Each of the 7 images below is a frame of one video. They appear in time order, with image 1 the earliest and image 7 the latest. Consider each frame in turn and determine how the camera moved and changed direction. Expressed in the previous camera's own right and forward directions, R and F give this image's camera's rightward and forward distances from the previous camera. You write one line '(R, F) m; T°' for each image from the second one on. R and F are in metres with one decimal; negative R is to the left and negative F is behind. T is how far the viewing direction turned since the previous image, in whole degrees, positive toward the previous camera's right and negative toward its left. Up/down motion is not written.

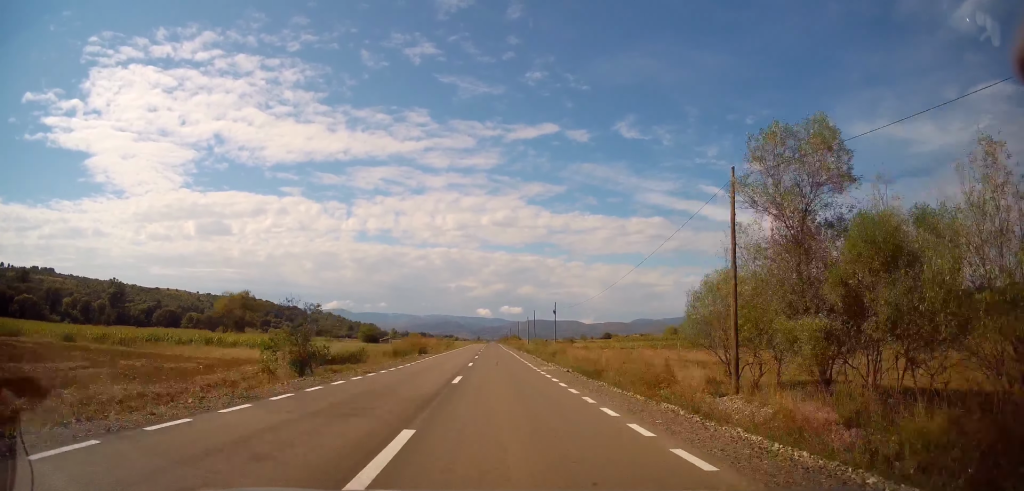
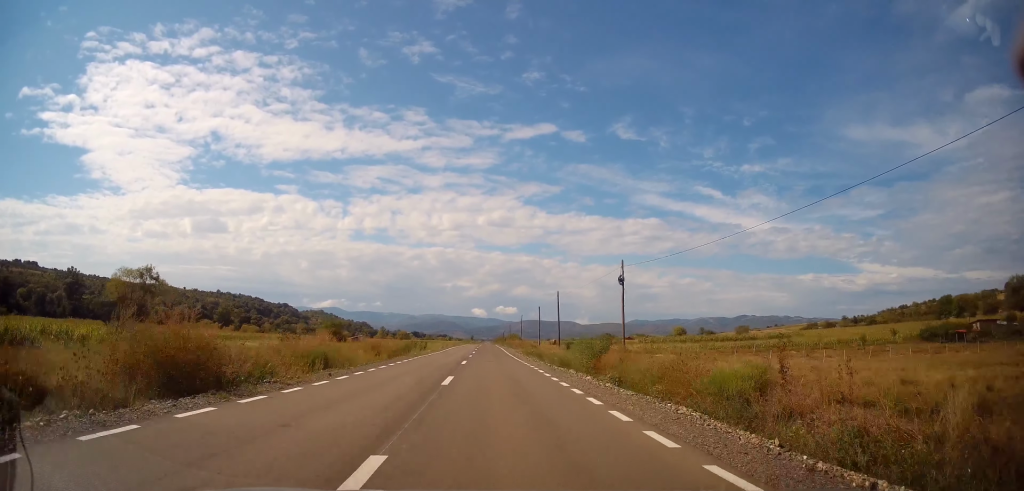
(0.0, +36.2) m; 0°
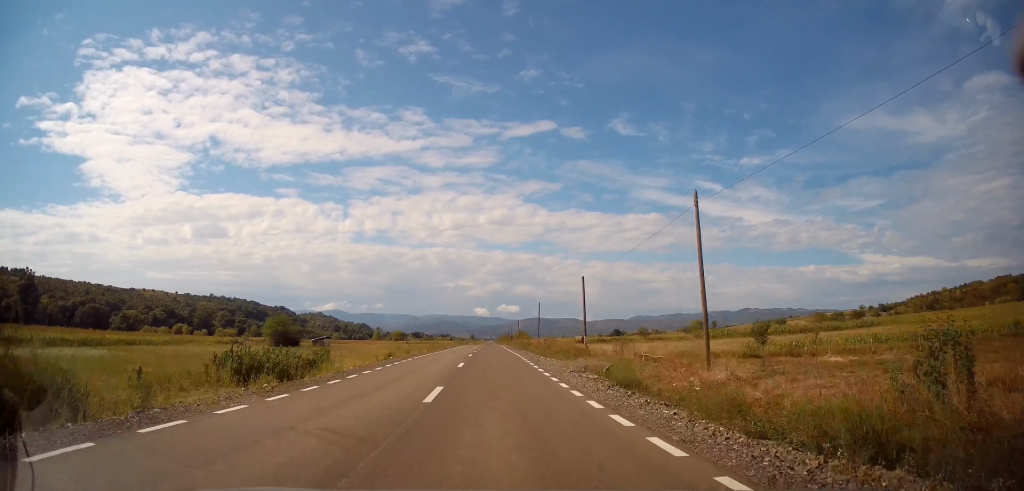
(+0.2, +38.0) m; +1°
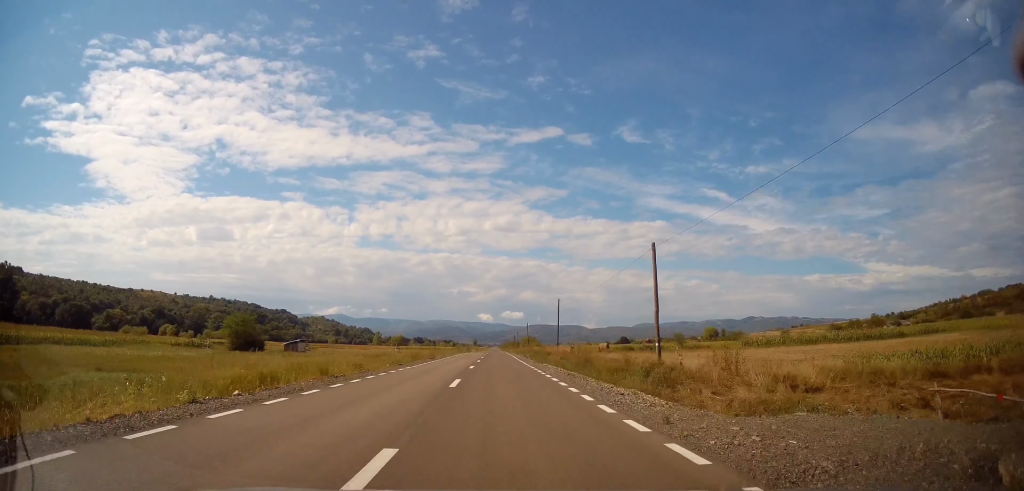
(+0.3, +18.8) m; -1°
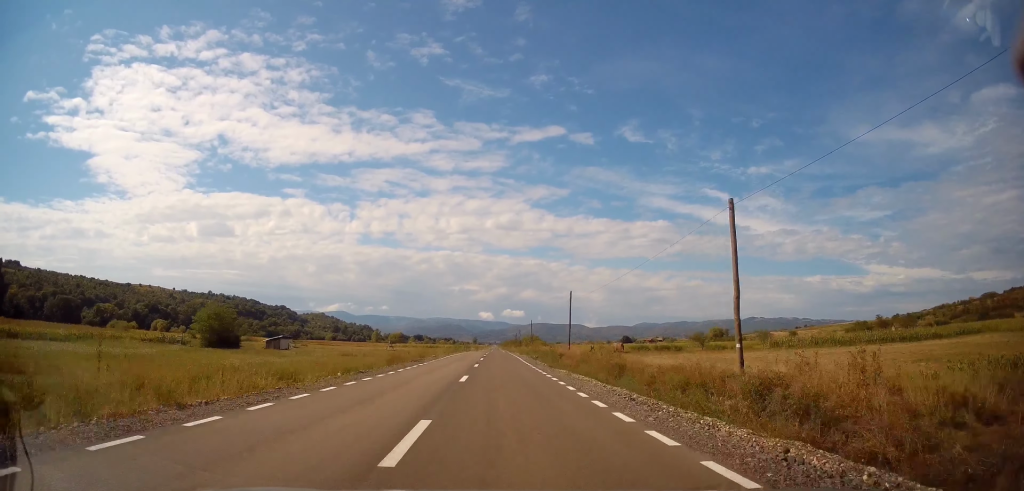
(-0.3, +9.1) m; 0°
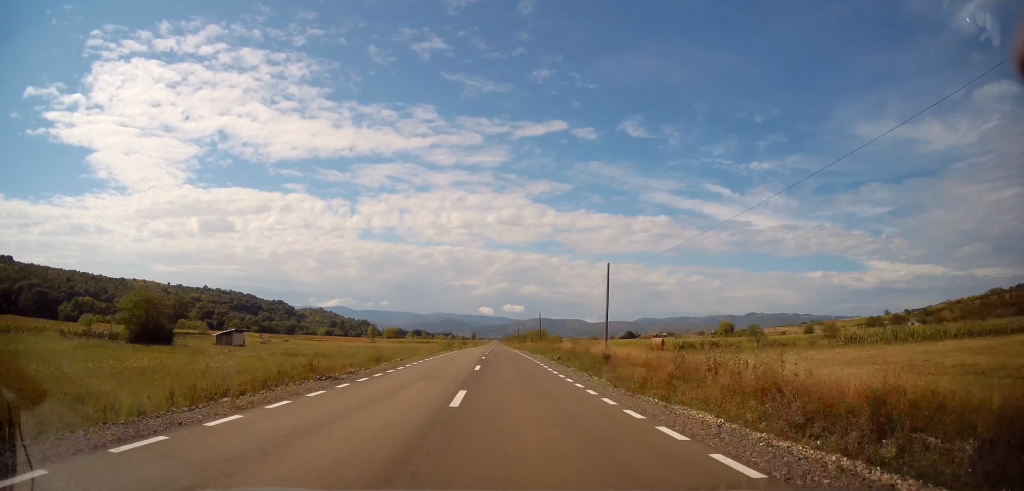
(-0.2, +18.2) m; 0°
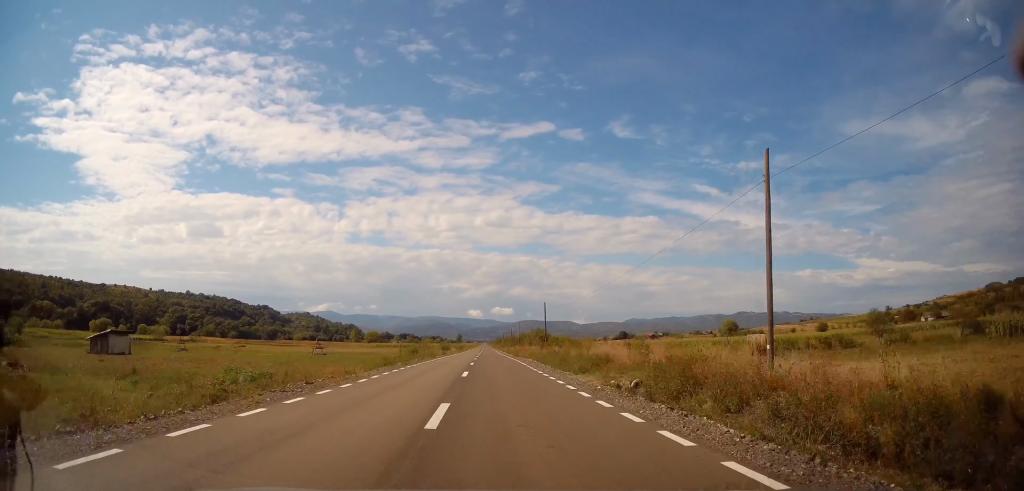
(+0.3, +25.2) m; 0°
